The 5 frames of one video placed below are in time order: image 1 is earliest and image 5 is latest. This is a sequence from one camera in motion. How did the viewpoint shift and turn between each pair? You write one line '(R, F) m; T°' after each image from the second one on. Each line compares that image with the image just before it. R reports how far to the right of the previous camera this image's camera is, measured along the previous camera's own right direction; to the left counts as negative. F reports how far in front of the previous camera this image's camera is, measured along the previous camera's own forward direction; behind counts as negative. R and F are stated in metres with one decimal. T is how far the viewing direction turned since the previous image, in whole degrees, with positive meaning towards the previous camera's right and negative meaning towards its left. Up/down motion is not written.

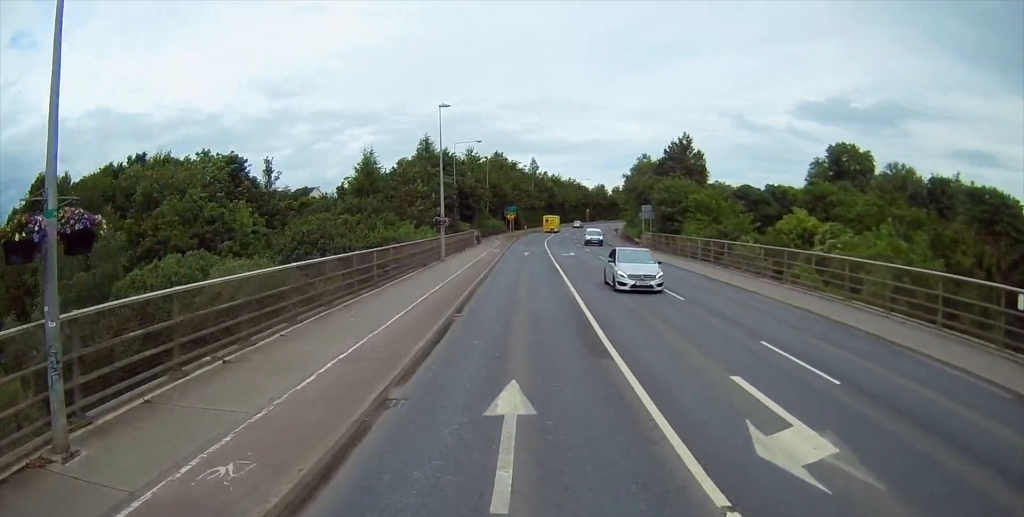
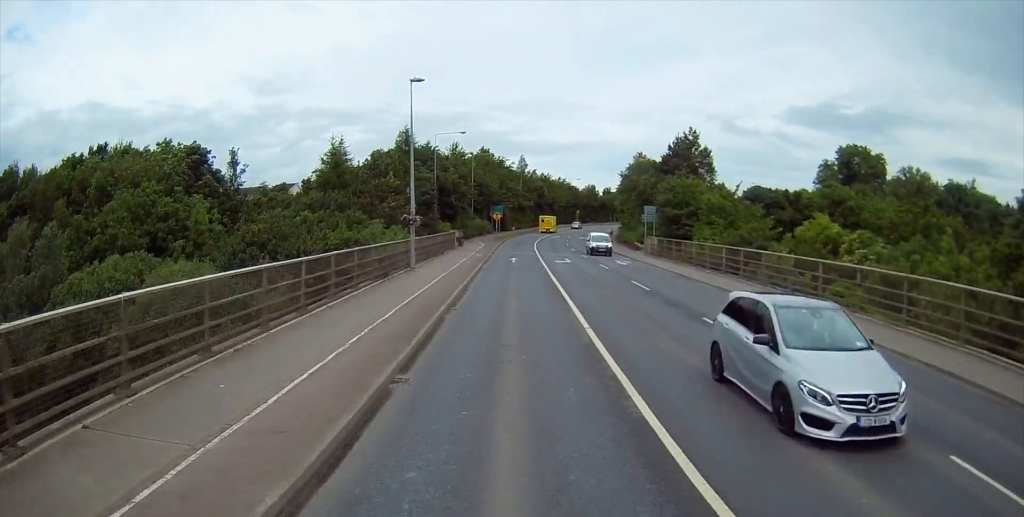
(0.0, +7.5) m; +1°
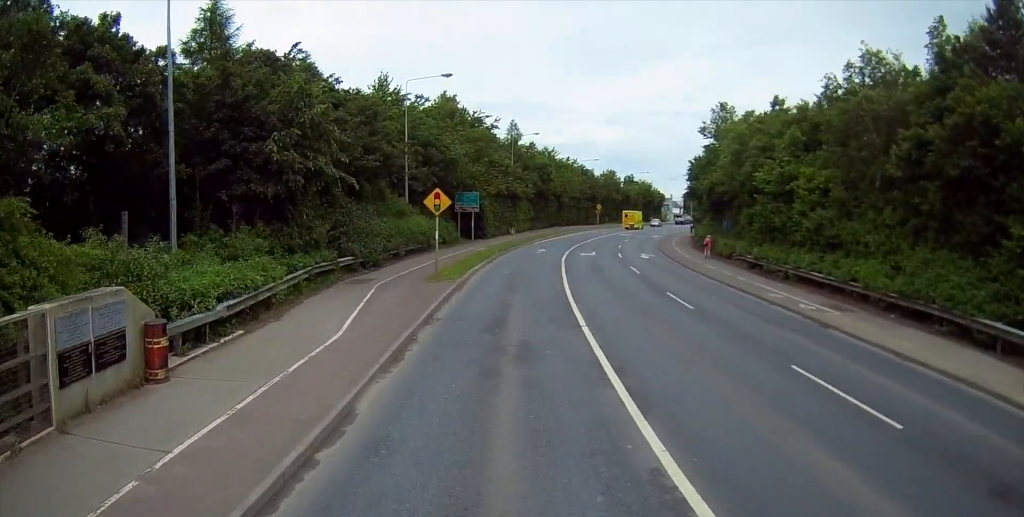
(+1.8, +52.8) m; +1°
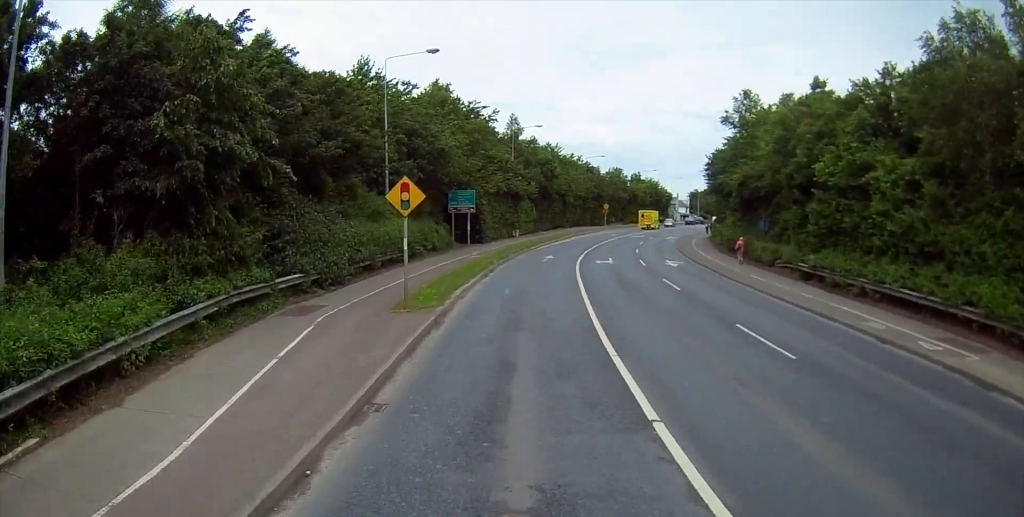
(-0.1, +7.5) m; 0°
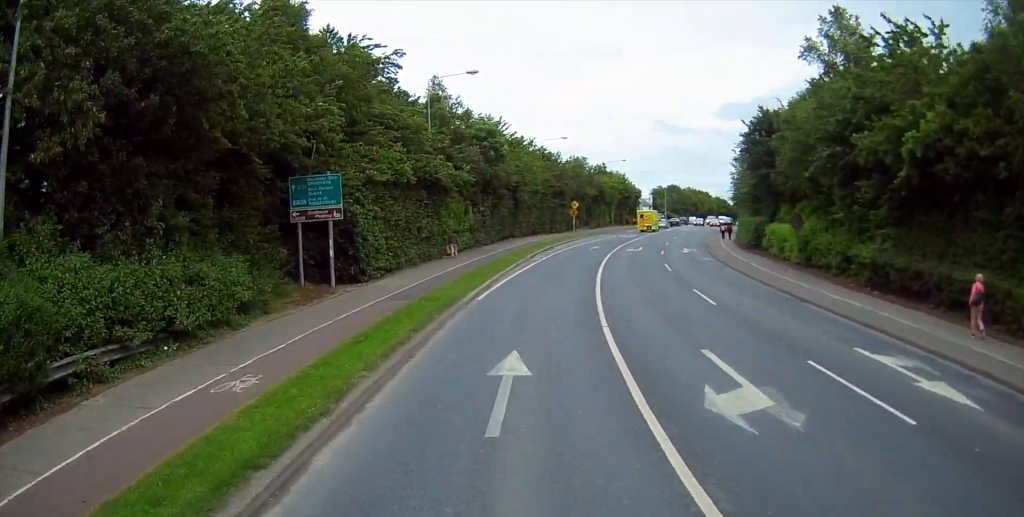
(+1.1, +29.3) m; +4°
